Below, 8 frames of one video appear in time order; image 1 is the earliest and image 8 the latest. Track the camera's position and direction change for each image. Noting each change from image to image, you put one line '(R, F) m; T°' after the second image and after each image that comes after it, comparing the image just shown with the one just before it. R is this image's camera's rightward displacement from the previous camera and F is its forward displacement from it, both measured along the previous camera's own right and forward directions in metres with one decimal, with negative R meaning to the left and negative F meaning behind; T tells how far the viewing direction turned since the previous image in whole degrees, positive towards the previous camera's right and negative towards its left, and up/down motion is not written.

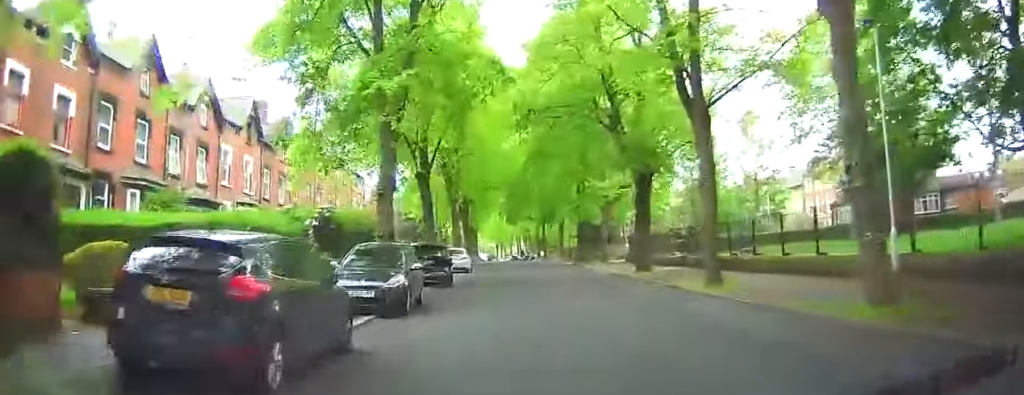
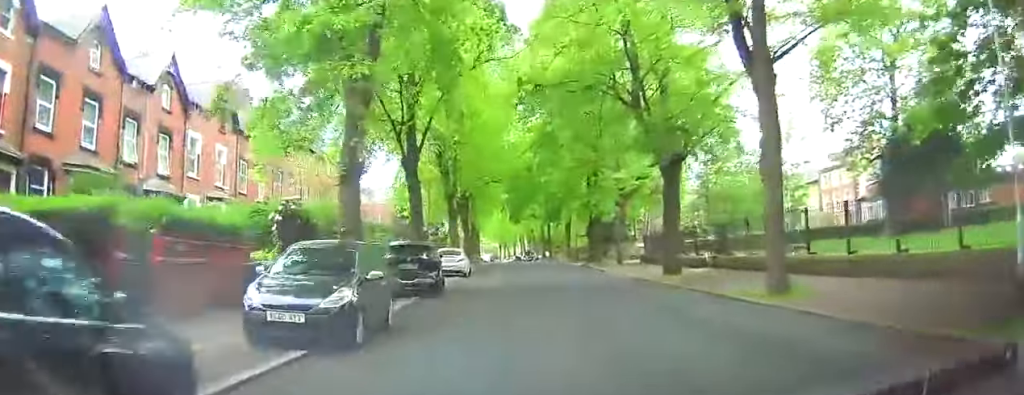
(+0.2, +4.9) m; 0°
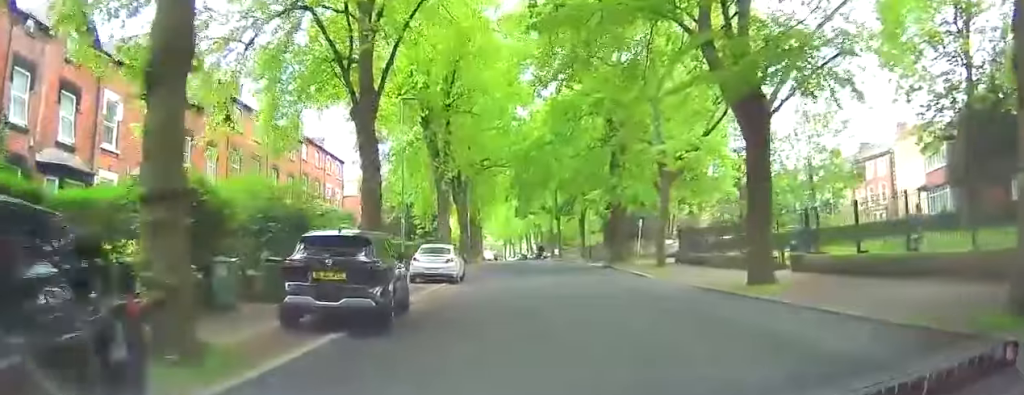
(-0.4, +8.5) m; -3°
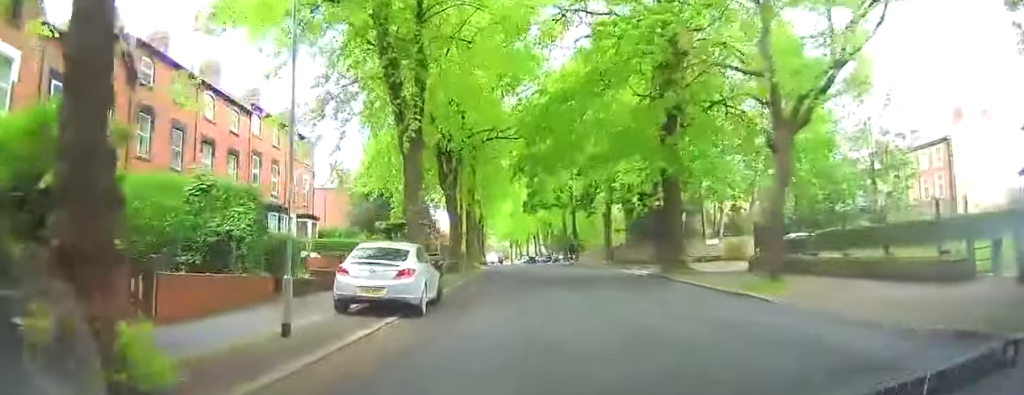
(-0.3, +10.3) m; -2°
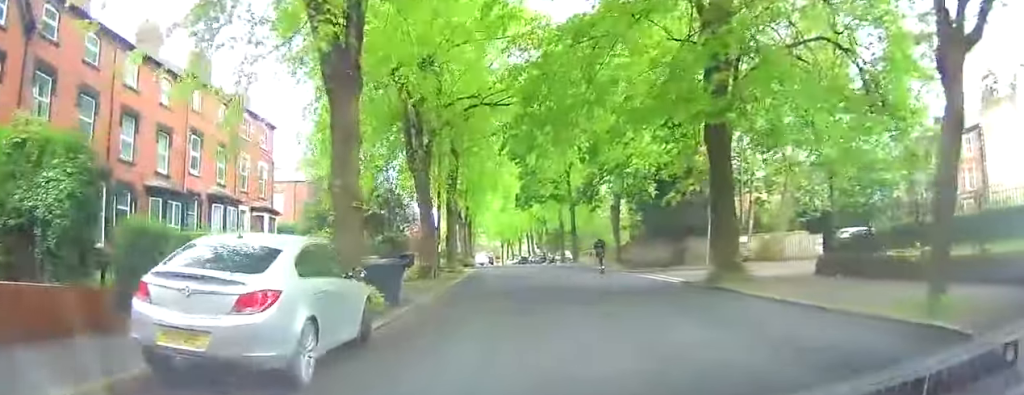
(-0.1, +6.1) m; -1°
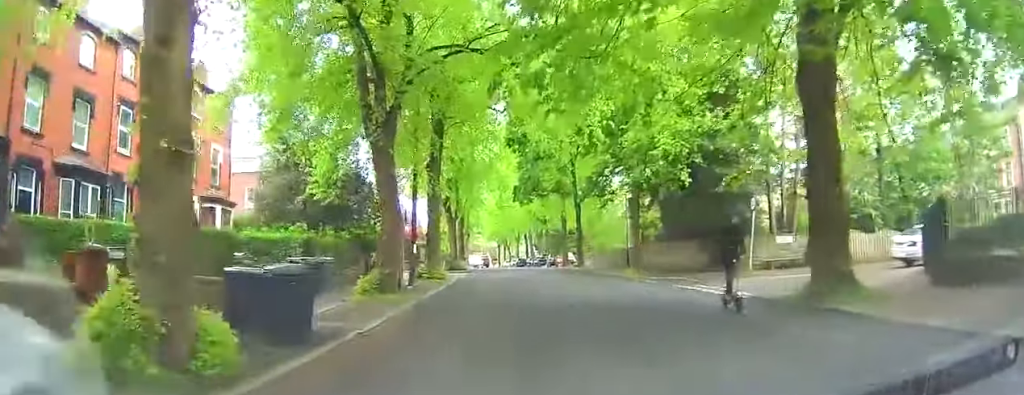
(0.0, +5.9) m; 0°
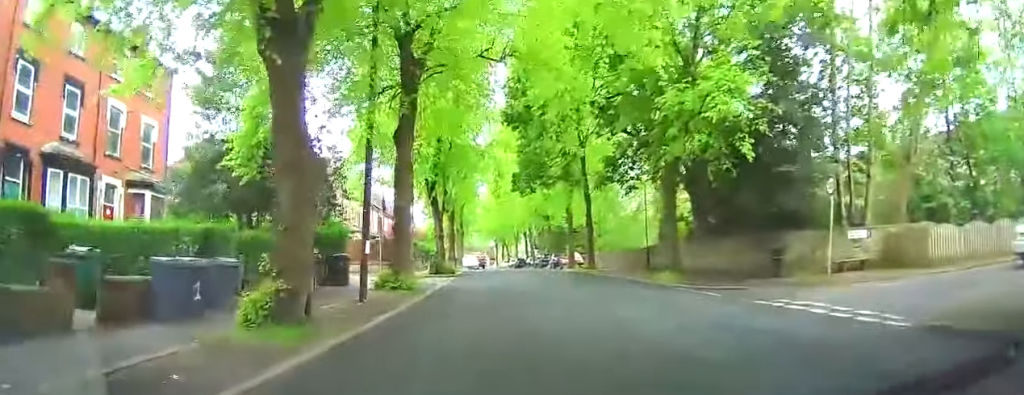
(0.0, +7.0) m; +1°
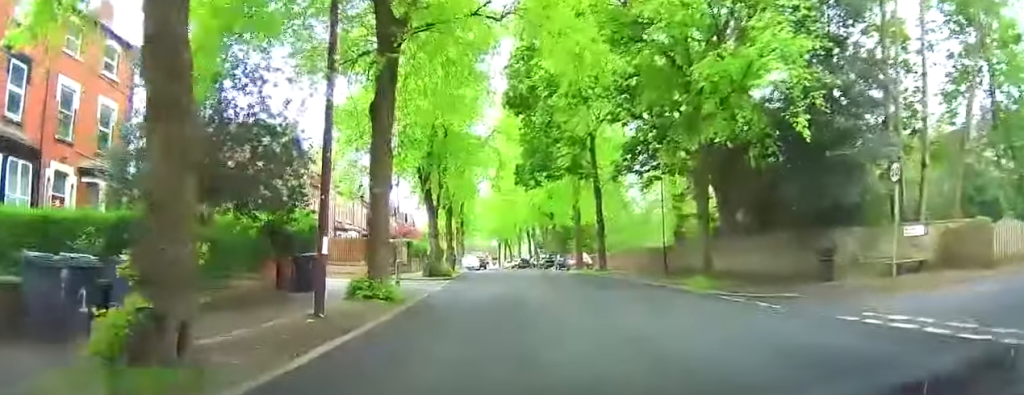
(0.0, +4.0) m; +2°
